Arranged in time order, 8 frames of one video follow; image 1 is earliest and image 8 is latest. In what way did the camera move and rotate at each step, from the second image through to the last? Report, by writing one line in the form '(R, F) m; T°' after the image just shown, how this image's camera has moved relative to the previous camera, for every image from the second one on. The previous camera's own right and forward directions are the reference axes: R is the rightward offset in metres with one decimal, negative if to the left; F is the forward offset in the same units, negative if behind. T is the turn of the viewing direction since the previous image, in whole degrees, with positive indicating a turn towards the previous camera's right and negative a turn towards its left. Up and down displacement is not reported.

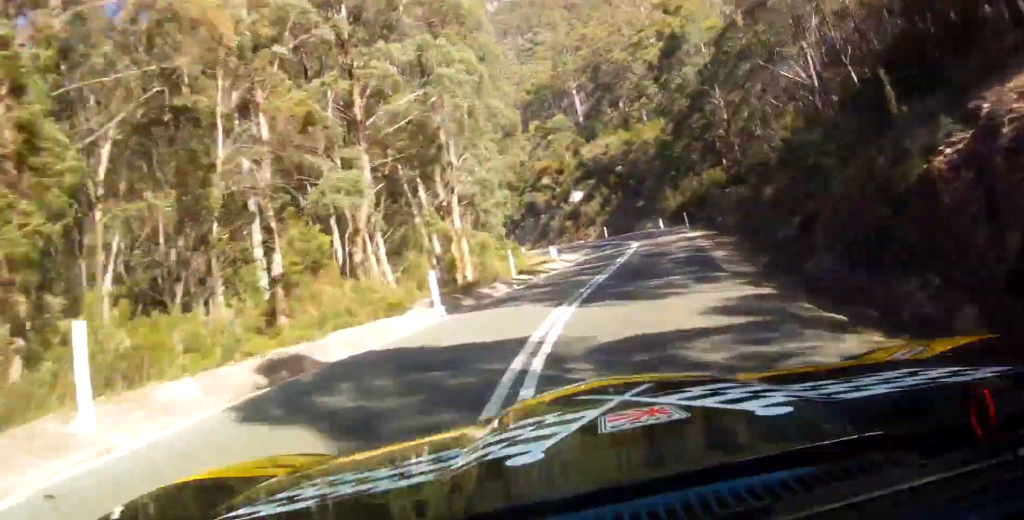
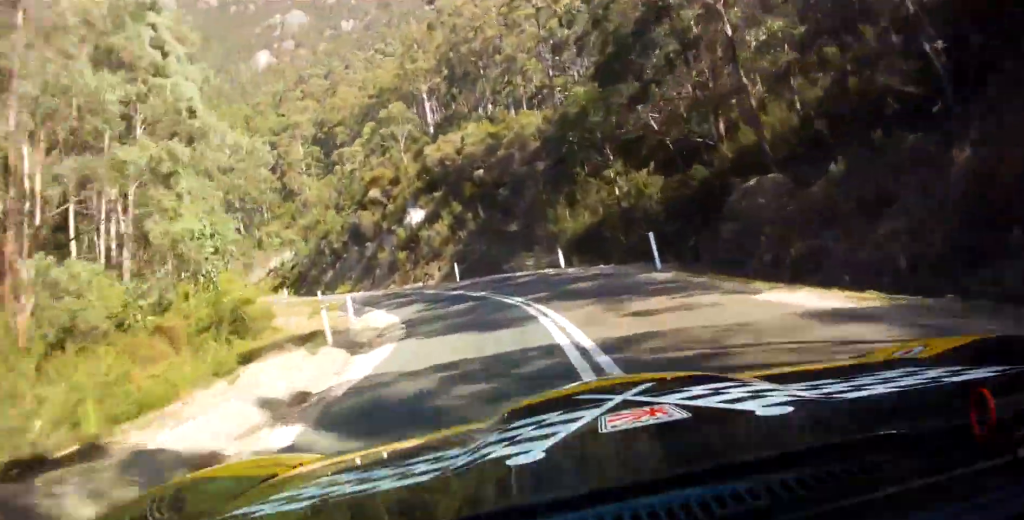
(+8.7, +34.0) m; +12°
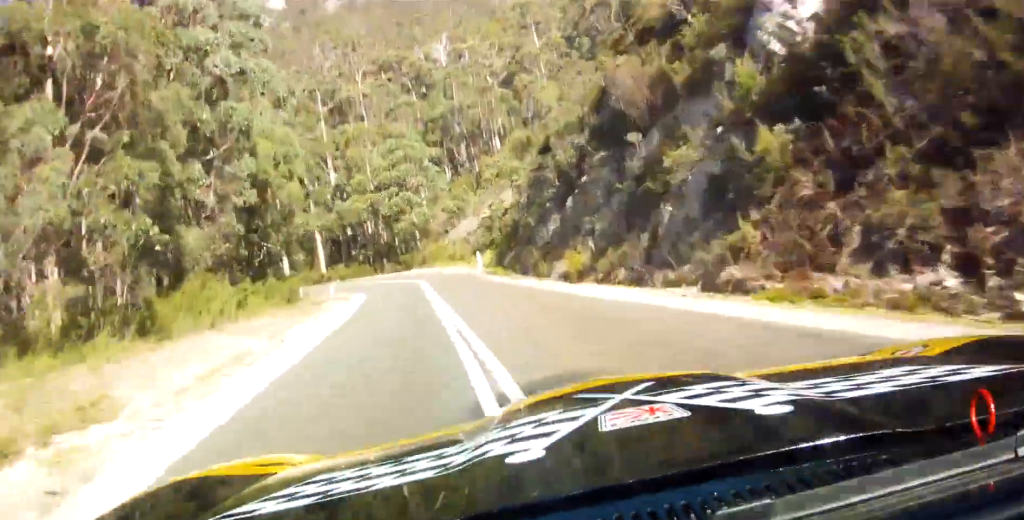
(-8.1, +53.9) m; -16°
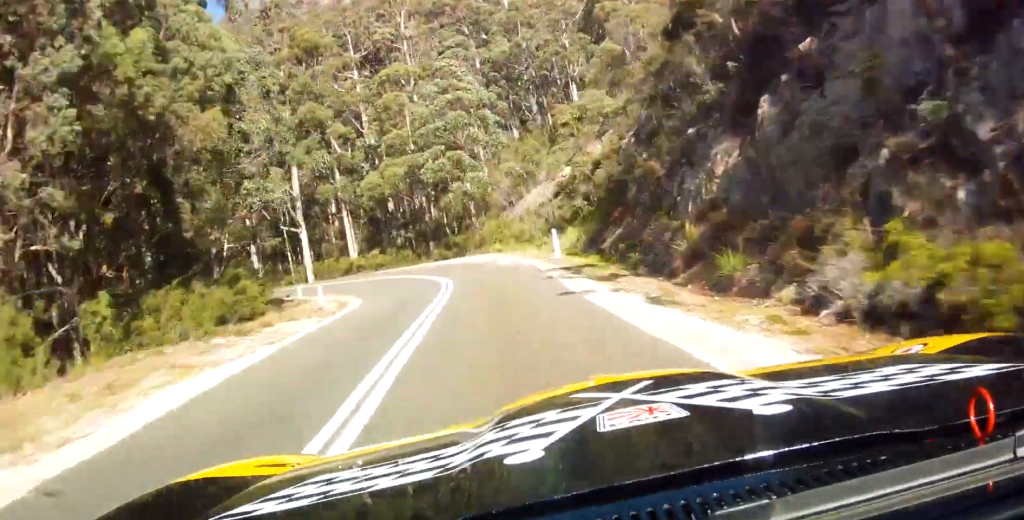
(-1.1, +22.8) m; -8°
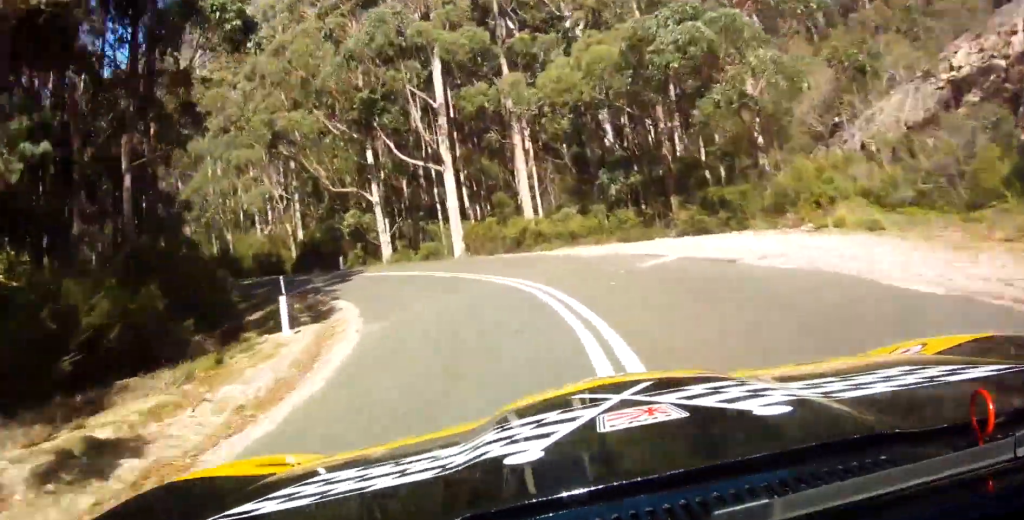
(-3.9, +34.6) m; -16°
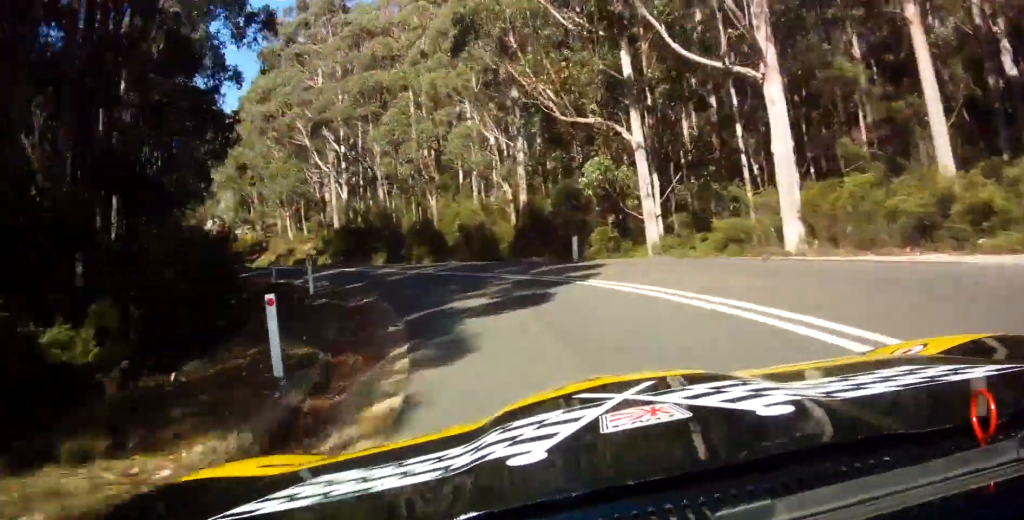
(-2.6, +22.8) m; -14°
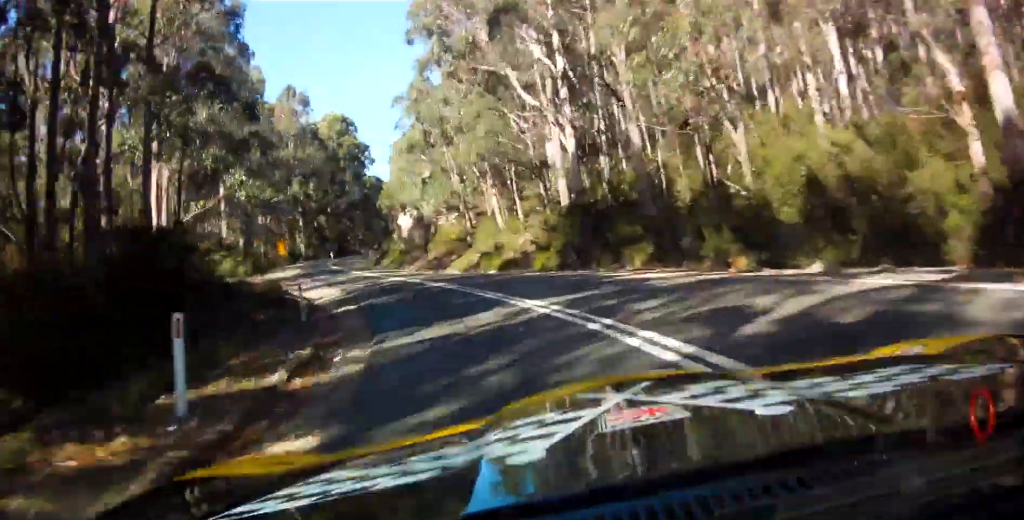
(-3.1, +27.5) m; -19°
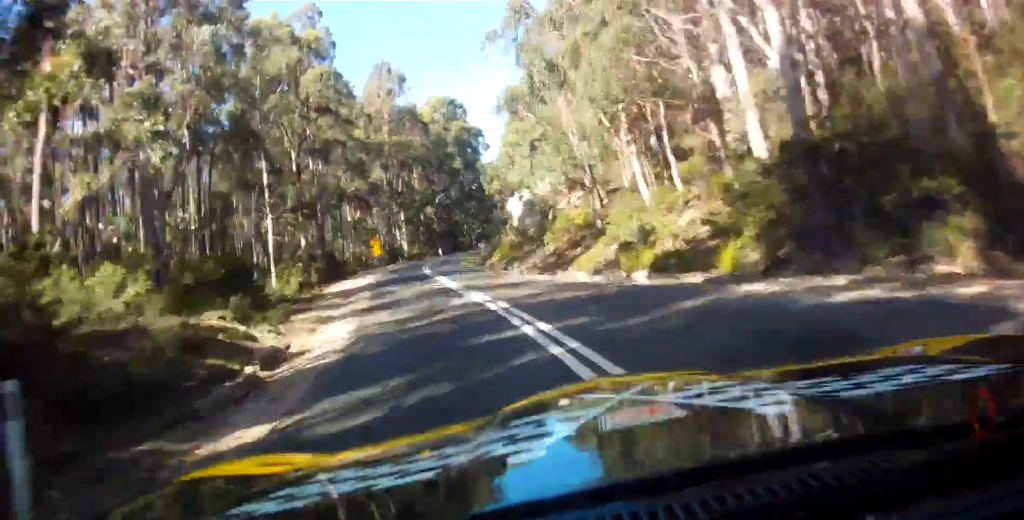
(-3.4, +15.8) m; -7°
